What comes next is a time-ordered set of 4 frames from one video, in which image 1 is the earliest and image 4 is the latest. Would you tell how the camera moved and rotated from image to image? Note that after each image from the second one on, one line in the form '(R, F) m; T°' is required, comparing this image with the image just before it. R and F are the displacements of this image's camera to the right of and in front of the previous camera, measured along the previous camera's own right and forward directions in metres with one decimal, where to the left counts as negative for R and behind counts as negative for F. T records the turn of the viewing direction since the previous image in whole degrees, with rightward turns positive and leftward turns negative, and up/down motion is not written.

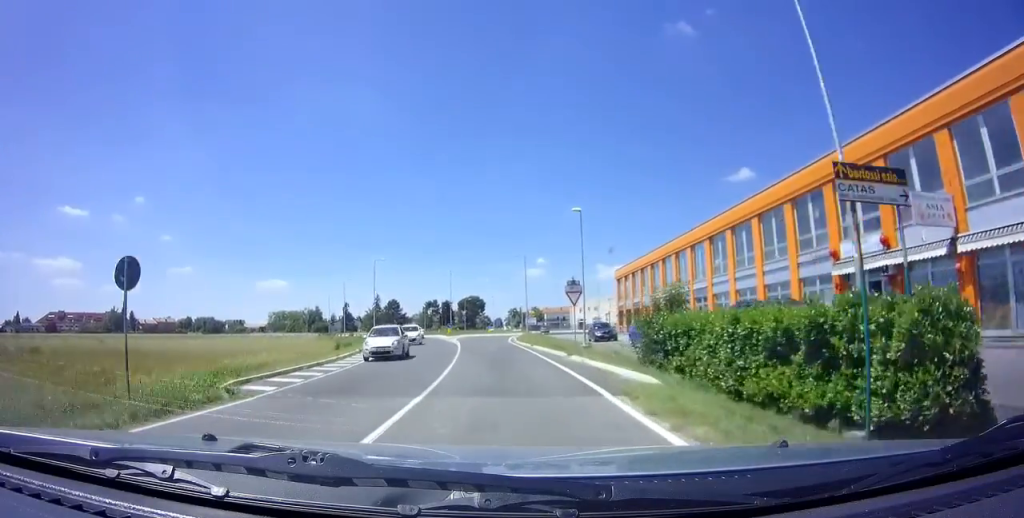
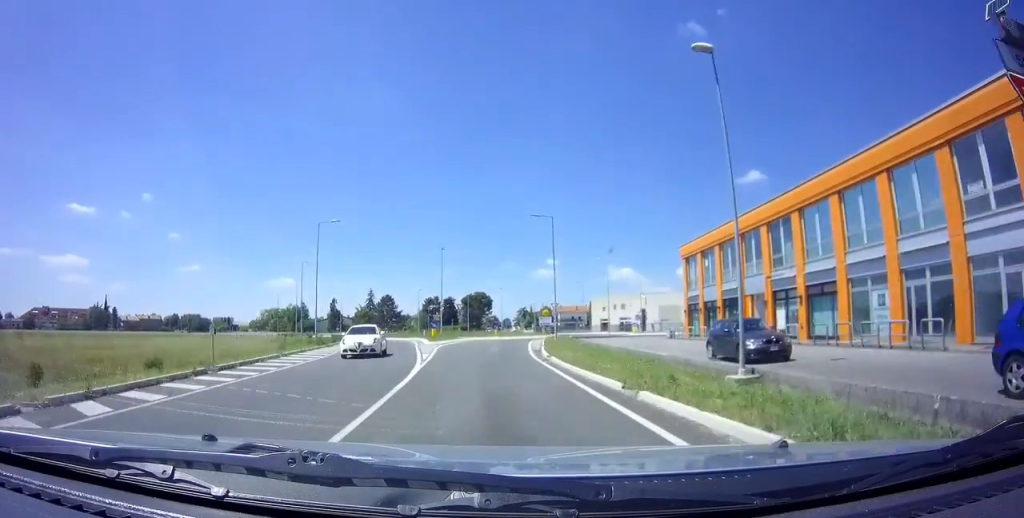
(-0.2, +19.9) m; -1°
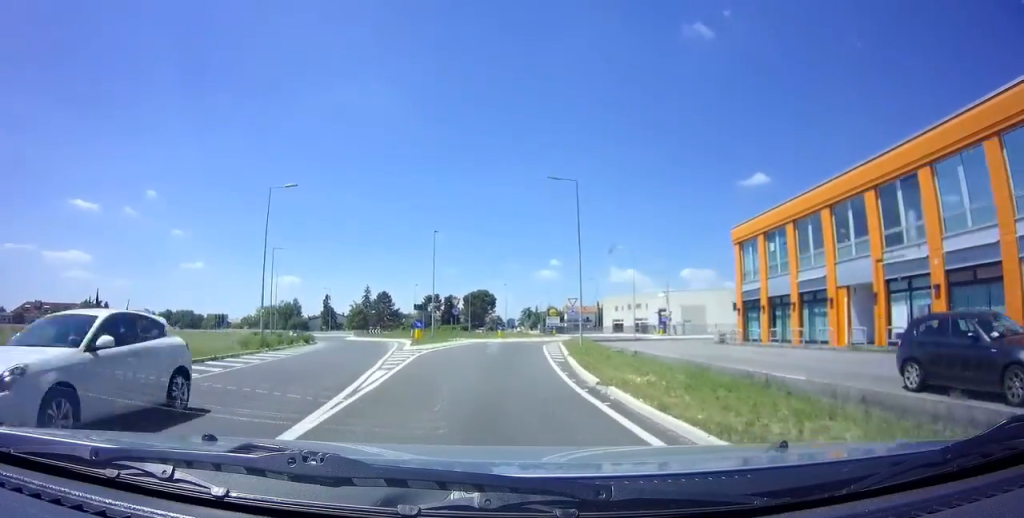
(0.0, +8.6) m; 0°
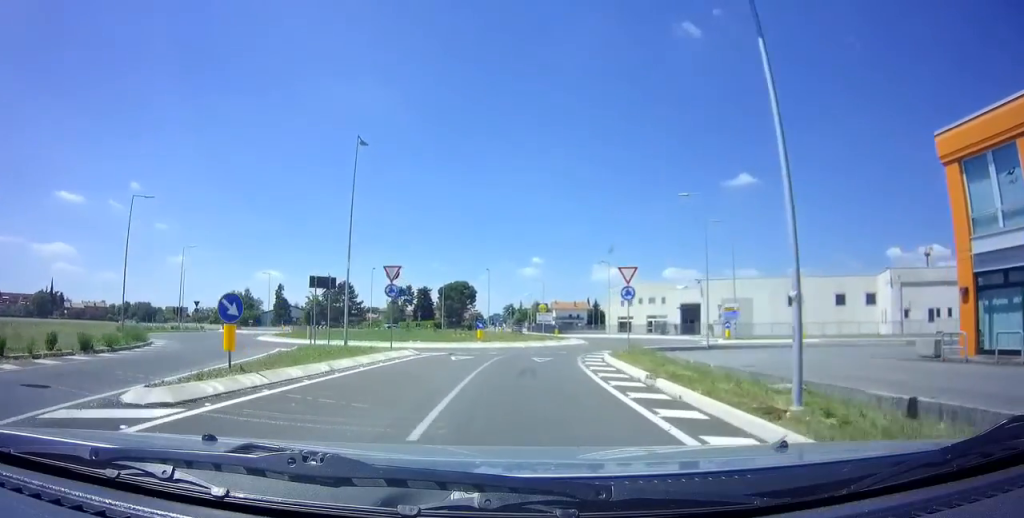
(+0.5, +18.7) m; +7°
